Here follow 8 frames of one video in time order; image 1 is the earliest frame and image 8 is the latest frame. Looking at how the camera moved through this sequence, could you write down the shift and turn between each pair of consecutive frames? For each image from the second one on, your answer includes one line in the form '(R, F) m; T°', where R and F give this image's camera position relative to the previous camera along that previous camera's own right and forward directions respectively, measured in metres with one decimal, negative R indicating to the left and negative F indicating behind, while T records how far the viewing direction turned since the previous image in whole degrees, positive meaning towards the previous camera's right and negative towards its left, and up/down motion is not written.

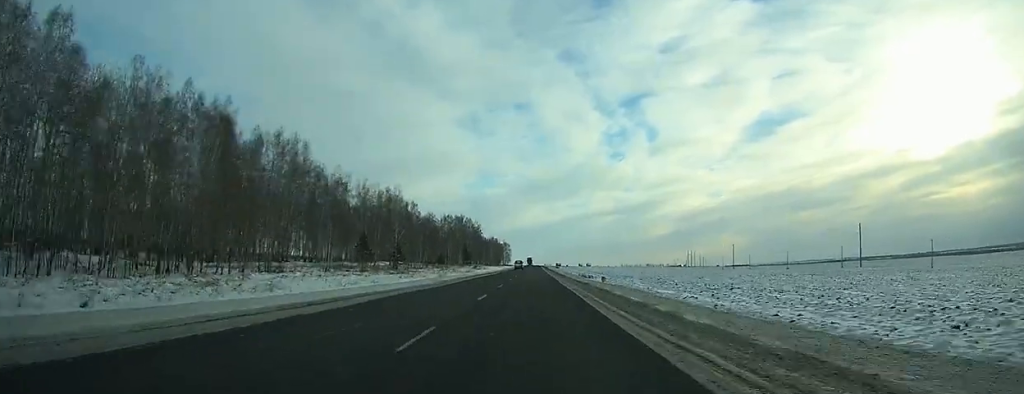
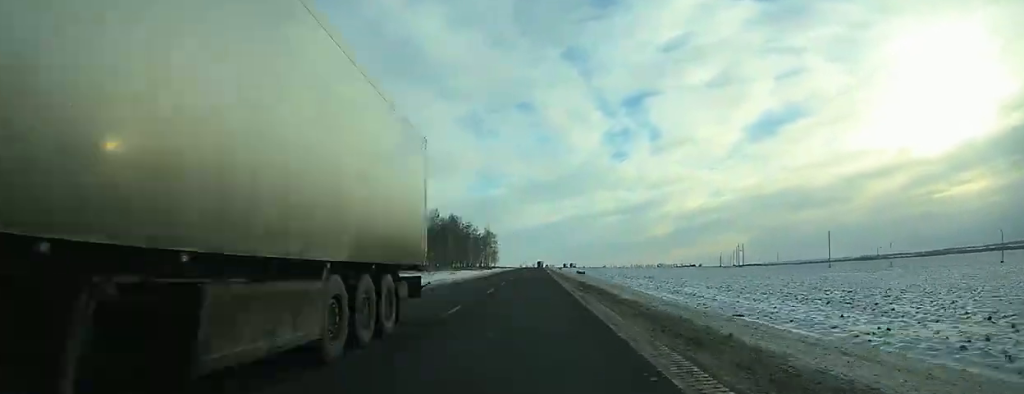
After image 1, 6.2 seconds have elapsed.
(+0.3, +160.6) m; 0°
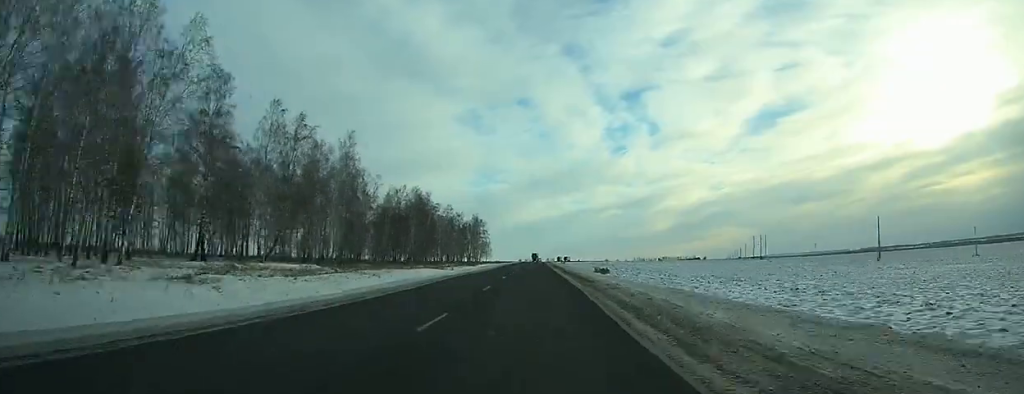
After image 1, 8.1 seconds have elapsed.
(+0.1, +51.7) m; 0°
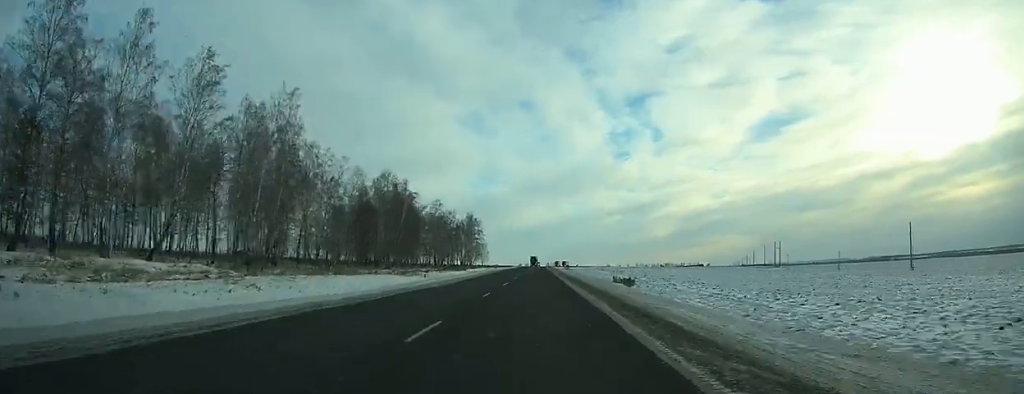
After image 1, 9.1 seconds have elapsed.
(+0.1, +25.1) m; 0°
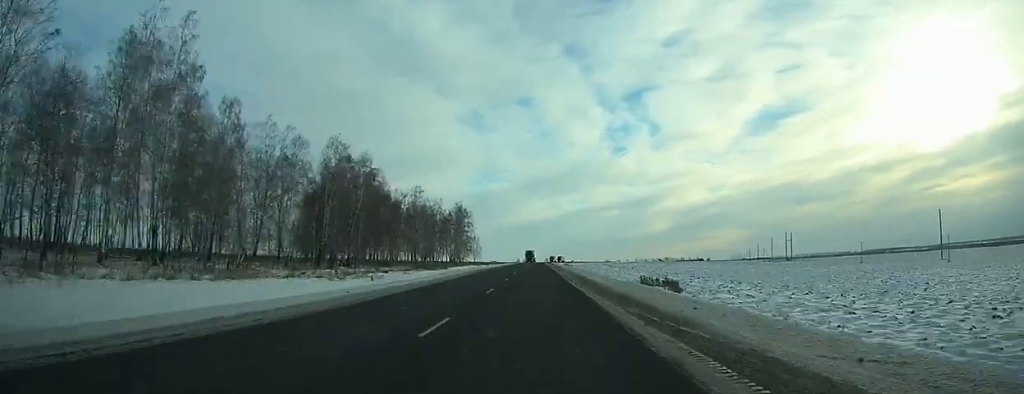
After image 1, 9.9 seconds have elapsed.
(-0.1, +23.7) m; 0°
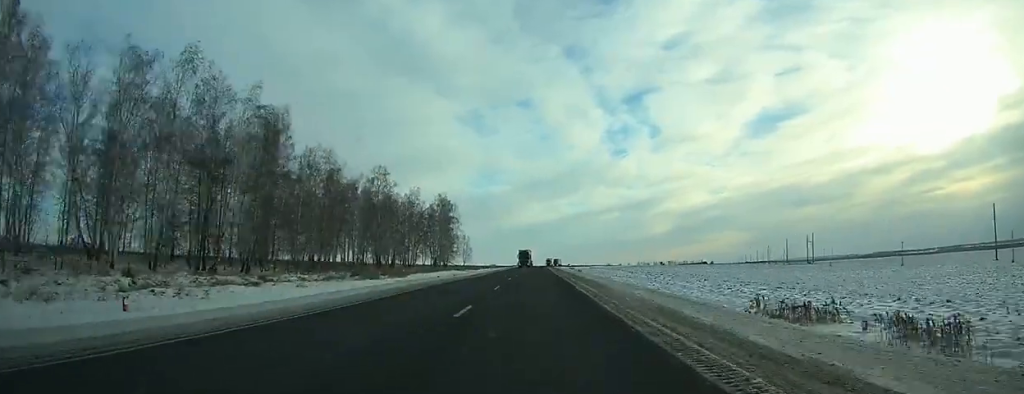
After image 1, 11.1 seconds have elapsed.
(-0.1, +32.8) m; 0°
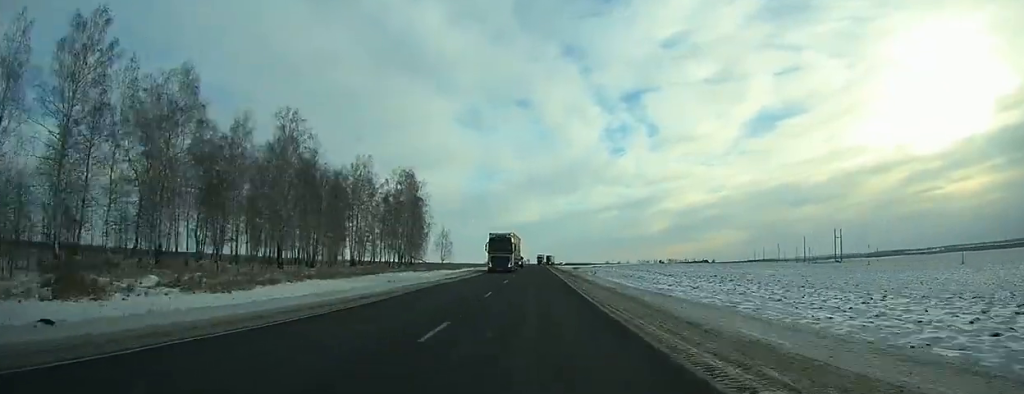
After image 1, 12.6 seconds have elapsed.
(0.0, +40.8) m; 0°
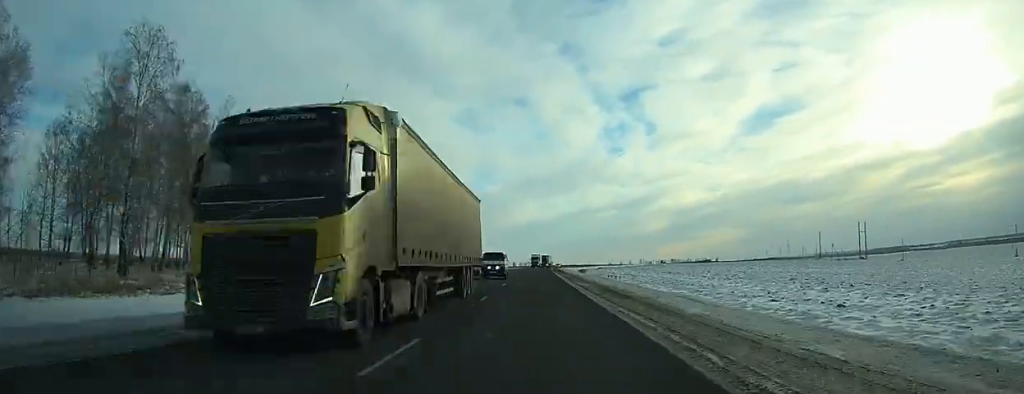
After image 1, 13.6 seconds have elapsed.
(+0.1, +28.0) m; 0°
